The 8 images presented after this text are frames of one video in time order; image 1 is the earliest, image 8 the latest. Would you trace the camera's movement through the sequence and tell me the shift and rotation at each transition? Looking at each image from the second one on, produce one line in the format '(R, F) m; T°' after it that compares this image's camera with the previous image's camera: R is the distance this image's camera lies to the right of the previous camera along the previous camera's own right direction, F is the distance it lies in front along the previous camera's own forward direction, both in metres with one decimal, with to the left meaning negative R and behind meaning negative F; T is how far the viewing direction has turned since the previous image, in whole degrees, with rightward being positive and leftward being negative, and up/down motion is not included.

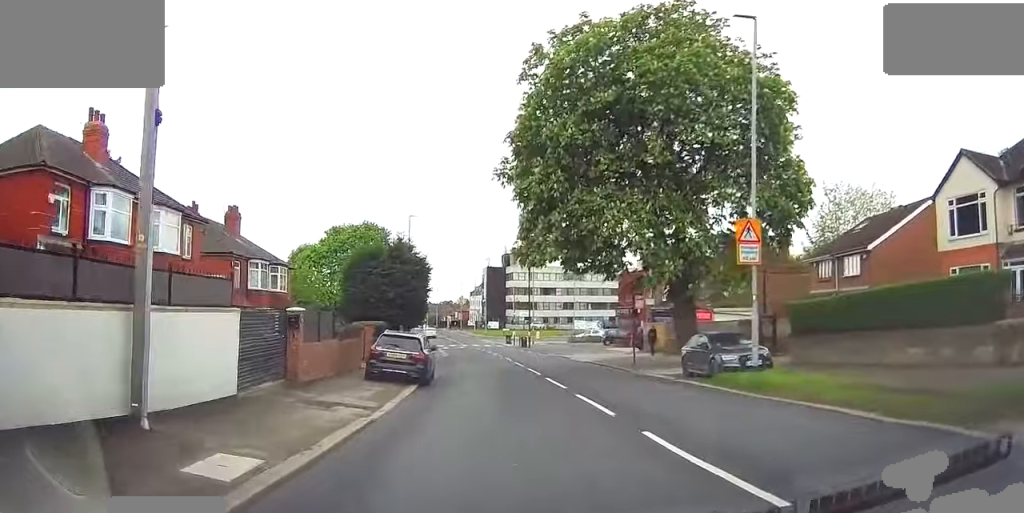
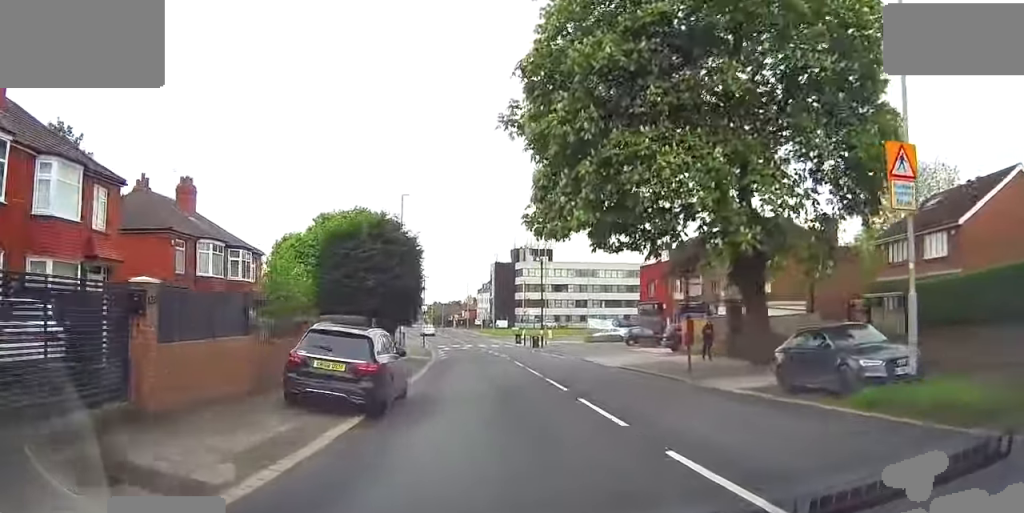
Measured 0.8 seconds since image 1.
(+0.3, +7.3) m; 0°
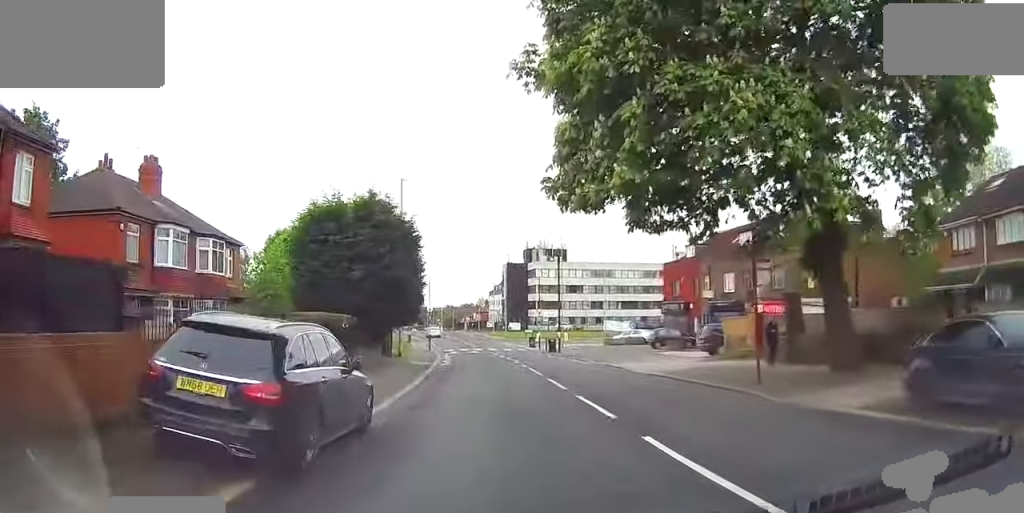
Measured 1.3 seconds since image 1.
(0.0, +4.9) m; -1°
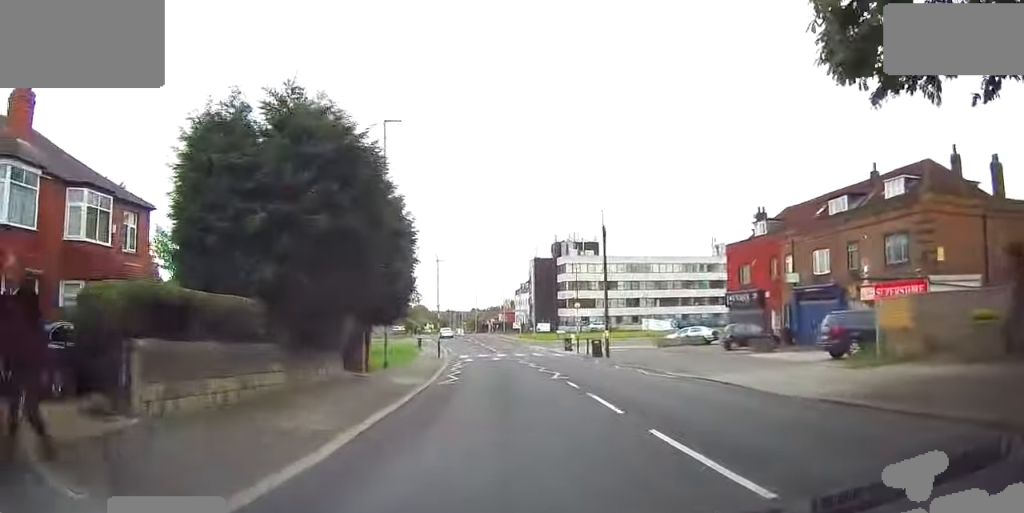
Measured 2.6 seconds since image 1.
(-0.3, +11.5) m; -3°
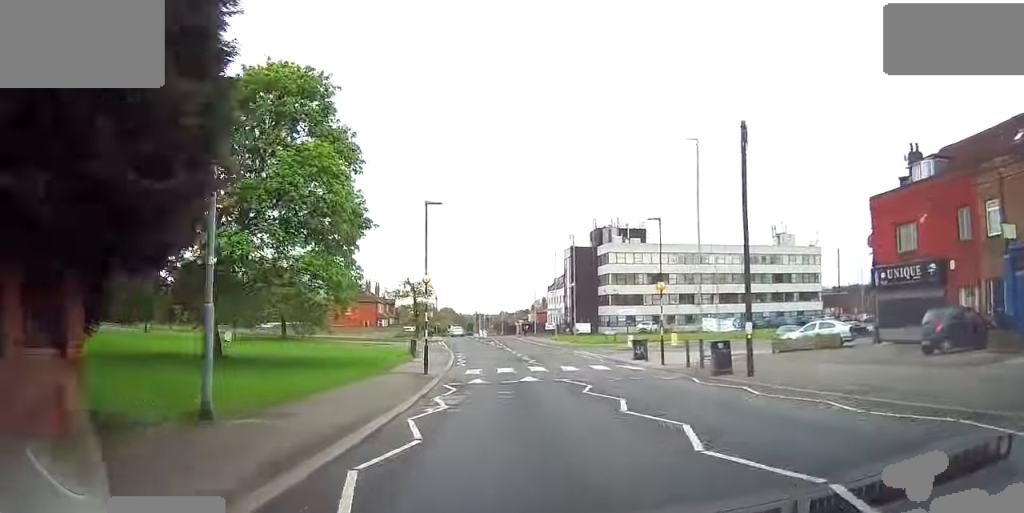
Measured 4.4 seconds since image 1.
(-0.8, +16.9) m; -5°
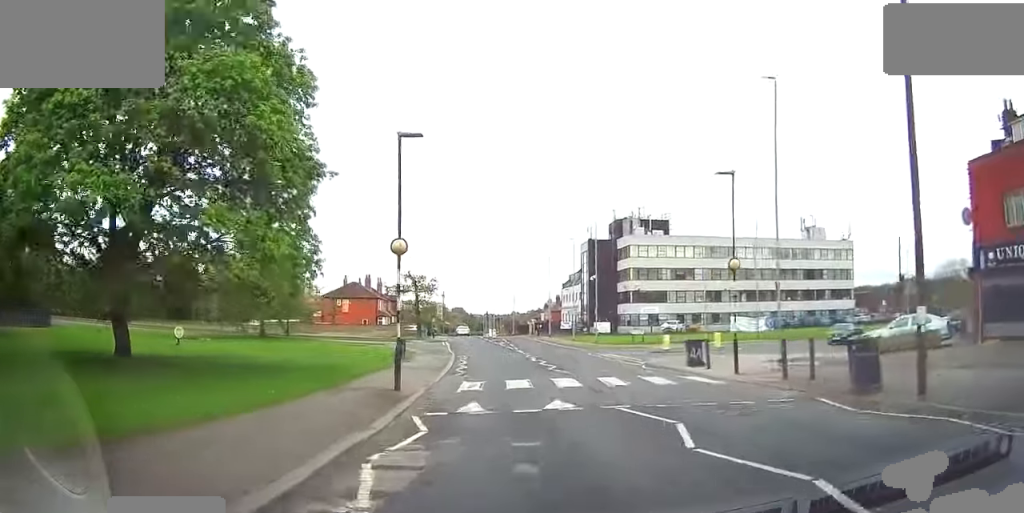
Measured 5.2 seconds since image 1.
(-0.1, +7.8) m; +1°
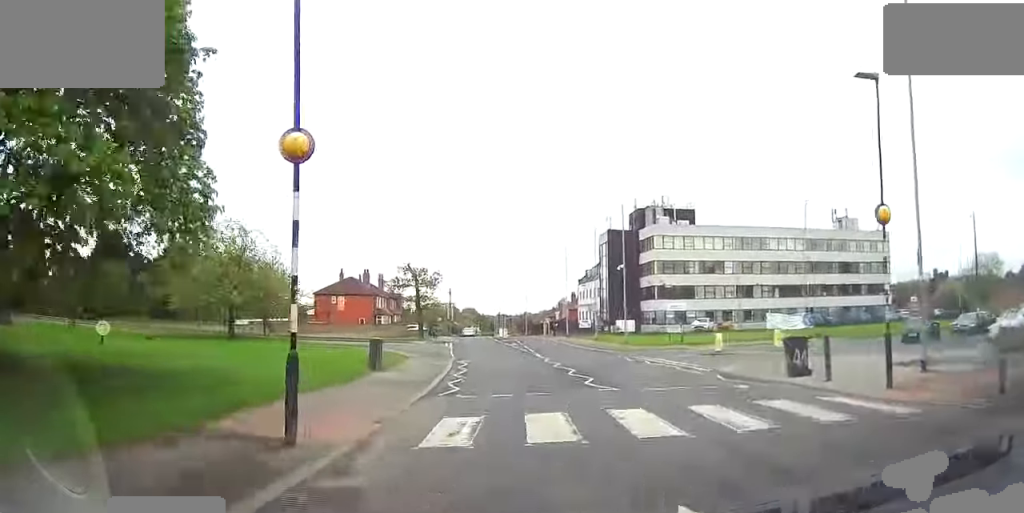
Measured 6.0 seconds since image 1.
(+0.2, +8.6) m; +2°
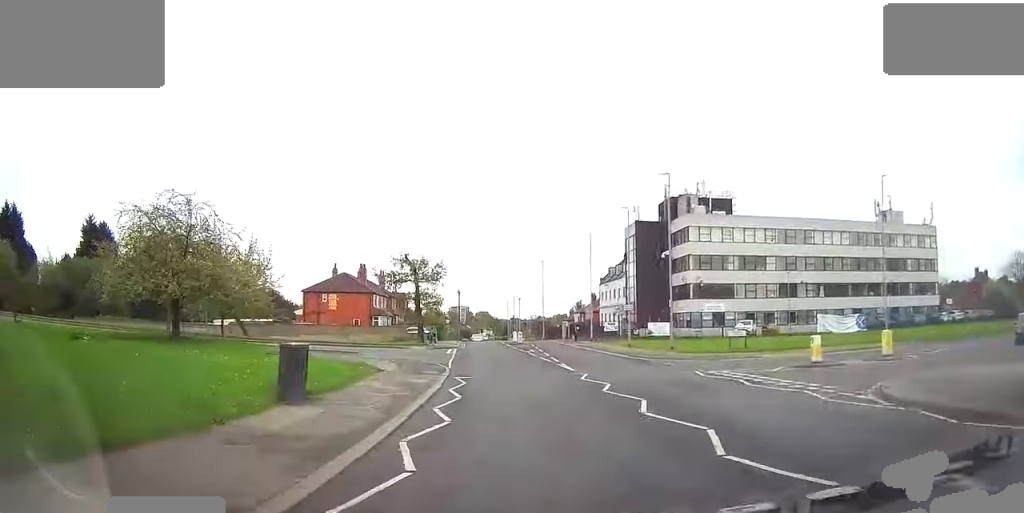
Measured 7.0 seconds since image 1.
(0.0, +10.4) m; 0°
